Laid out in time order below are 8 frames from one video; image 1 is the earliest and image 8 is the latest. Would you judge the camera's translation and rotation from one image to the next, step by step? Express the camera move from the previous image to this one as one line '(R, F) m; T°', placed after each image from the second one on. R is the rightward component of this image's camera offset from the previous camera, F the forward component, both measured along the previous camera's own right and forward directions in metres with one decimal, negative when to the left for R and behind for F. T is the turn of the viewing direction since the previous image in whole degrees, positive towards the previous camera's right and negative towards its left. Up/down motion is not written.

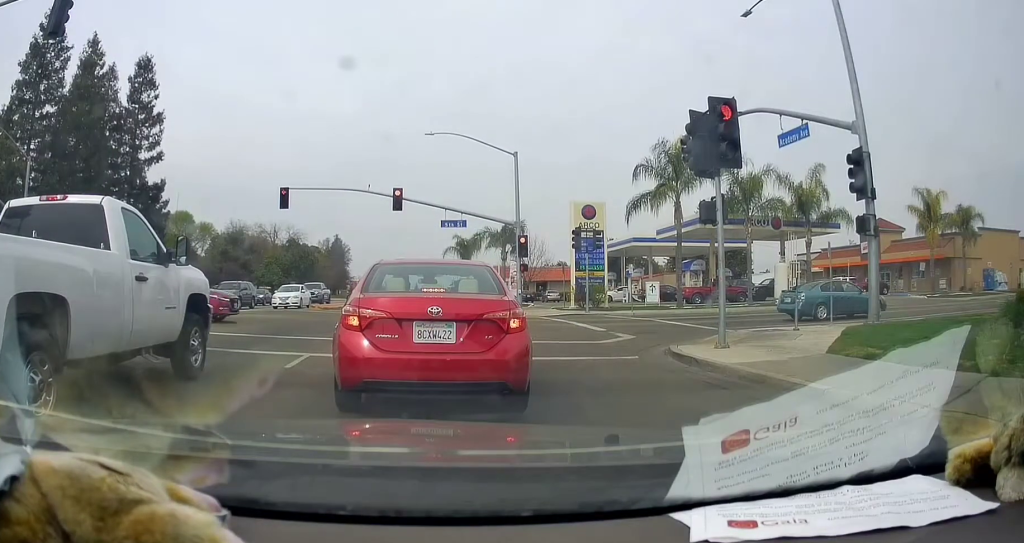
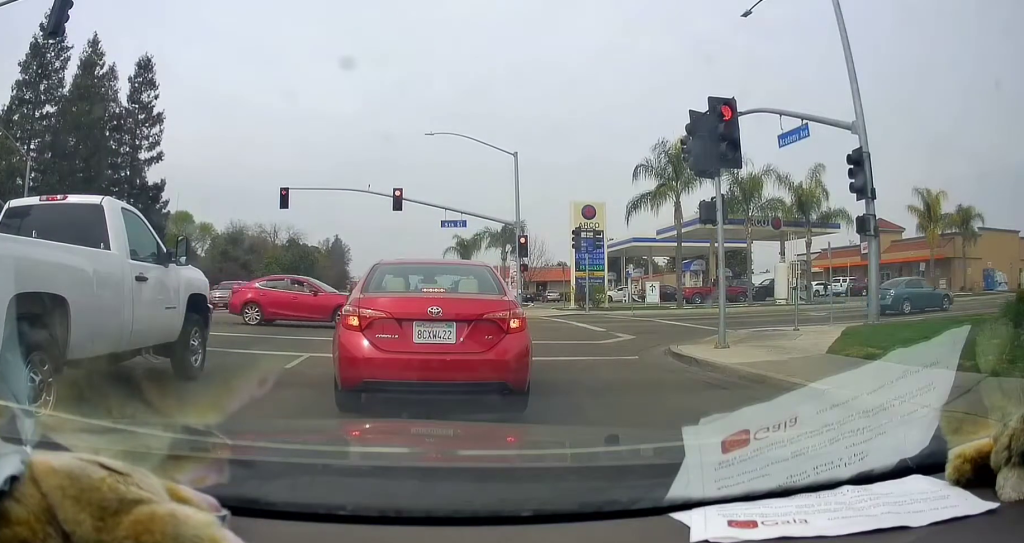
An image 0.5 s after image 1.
(0.0, 0.0) m; 0°
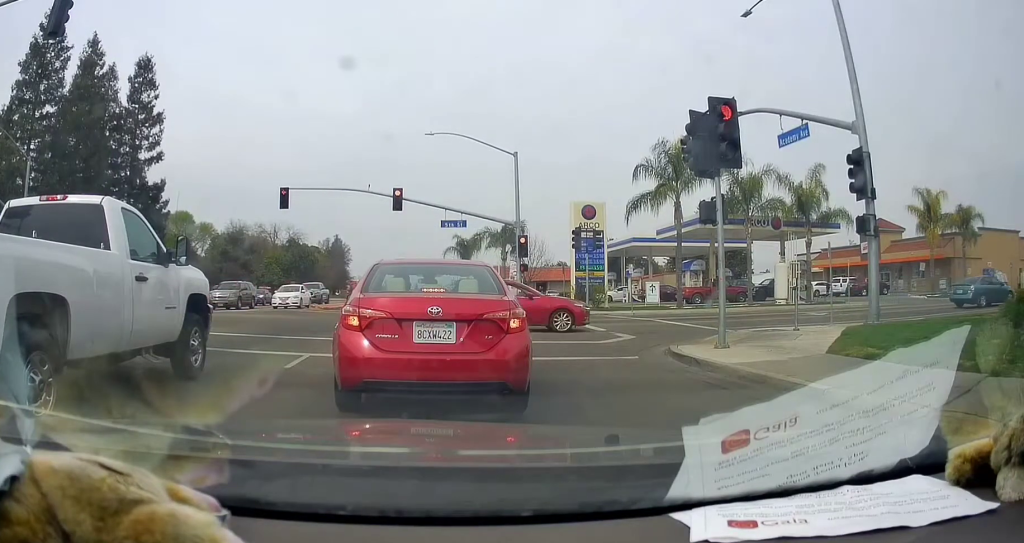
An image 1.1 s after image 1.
(0.0, 0.0) m; 0°
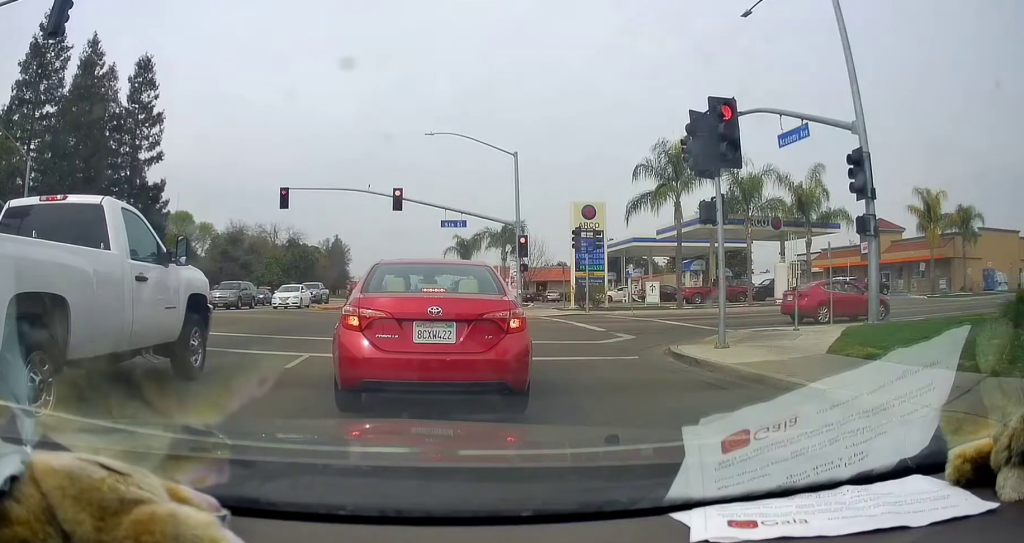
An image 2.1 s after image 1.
(0.0, 0.0) m; 0°
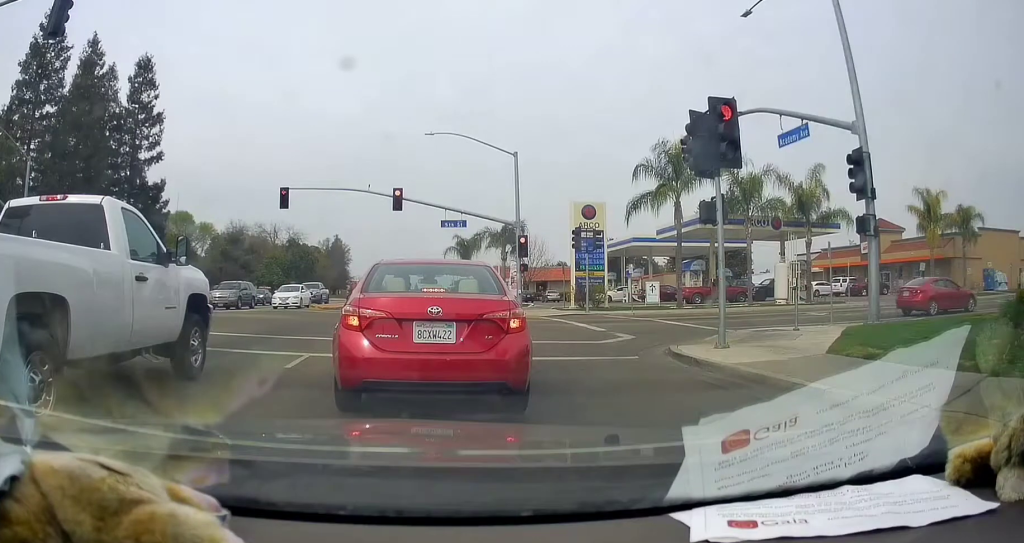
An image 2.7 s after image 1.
(0.0, 0.0) m; 0°
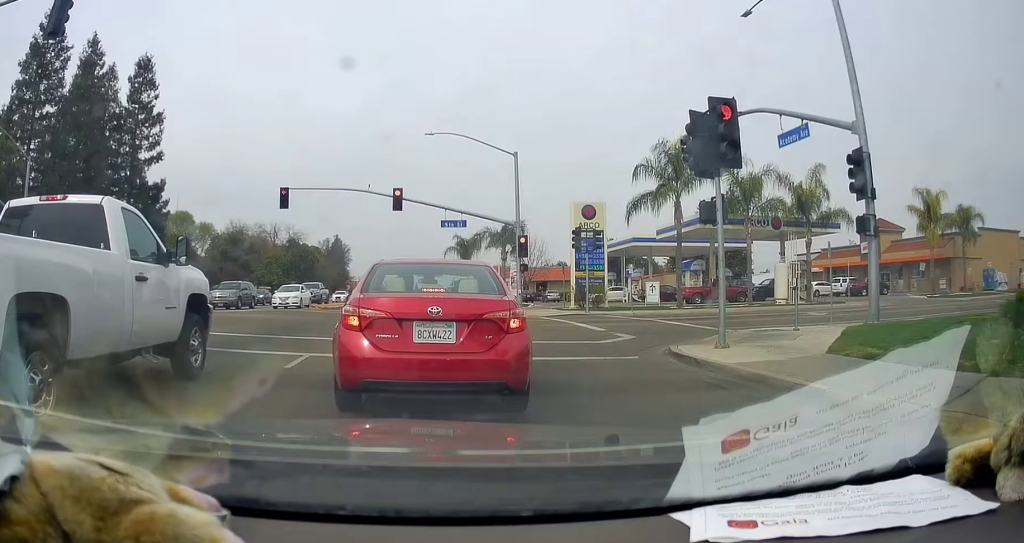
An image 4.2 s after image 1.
(0.0, 0.0) m; 0°
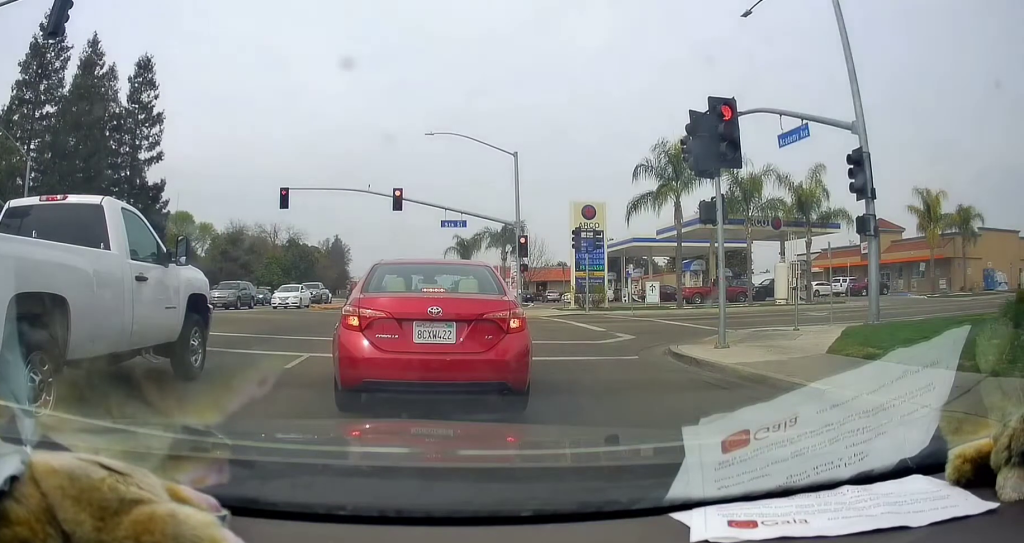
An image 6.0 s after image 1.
(0.0, 0.0) m; 0°
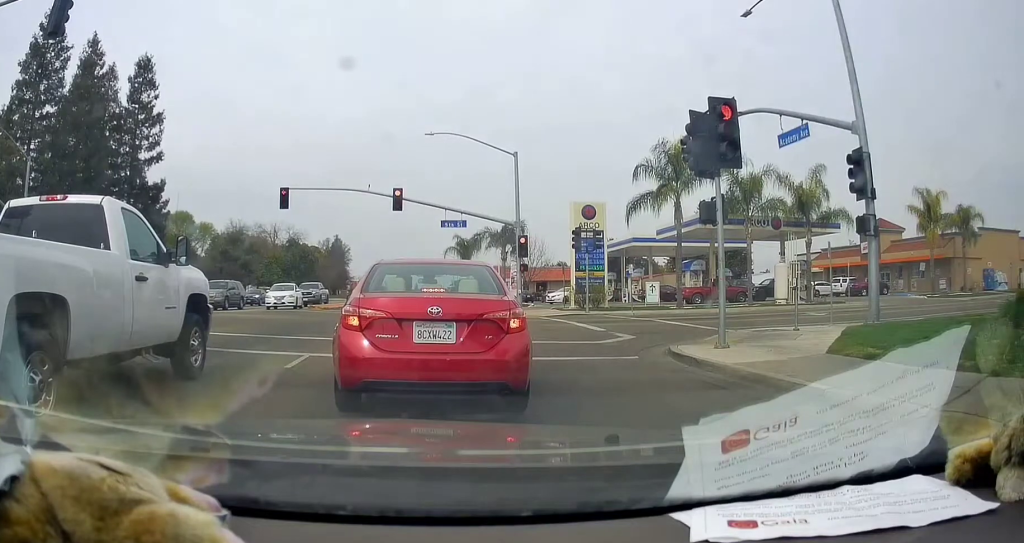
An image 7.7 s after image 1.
(0.0, 0.0) m; 0°
